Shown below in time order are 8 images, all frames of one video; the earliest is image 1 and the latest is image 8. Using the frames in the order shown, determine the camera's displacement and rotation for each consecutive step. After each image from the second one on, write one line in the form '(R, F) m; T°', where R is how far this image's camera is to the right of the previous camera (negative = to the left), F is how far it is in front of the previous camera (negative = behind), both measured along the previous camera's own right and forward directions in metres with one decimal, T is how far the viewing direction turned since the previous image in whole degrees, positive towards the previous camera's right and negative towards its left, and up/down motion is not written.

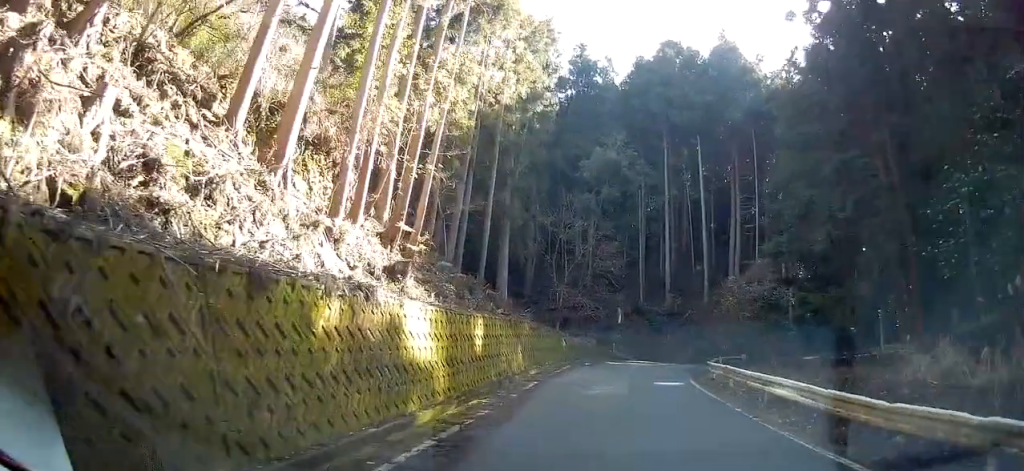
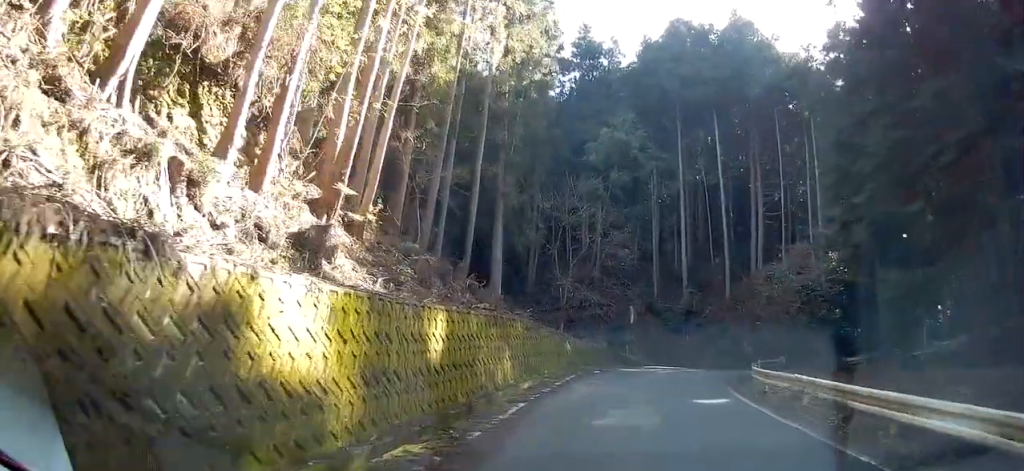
(-0.2, +4.7) m; -5°
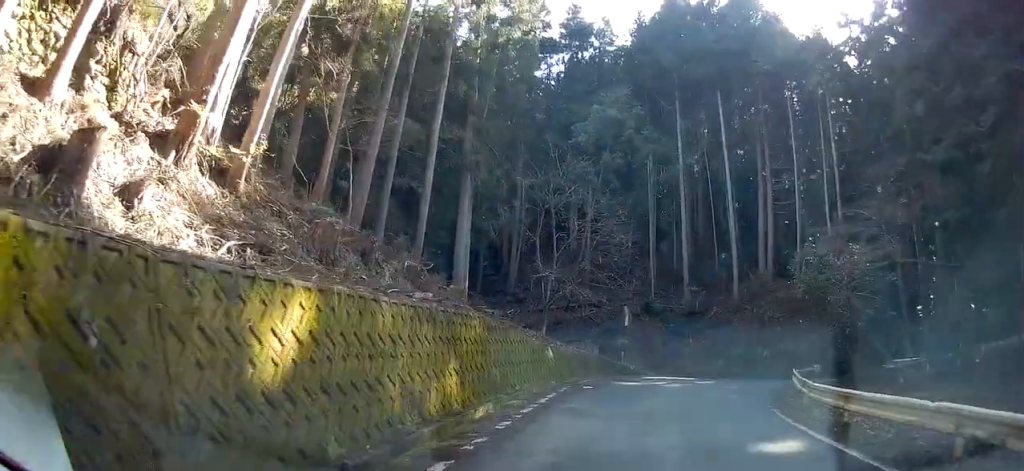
(-0.3, +4.9) m; 0°
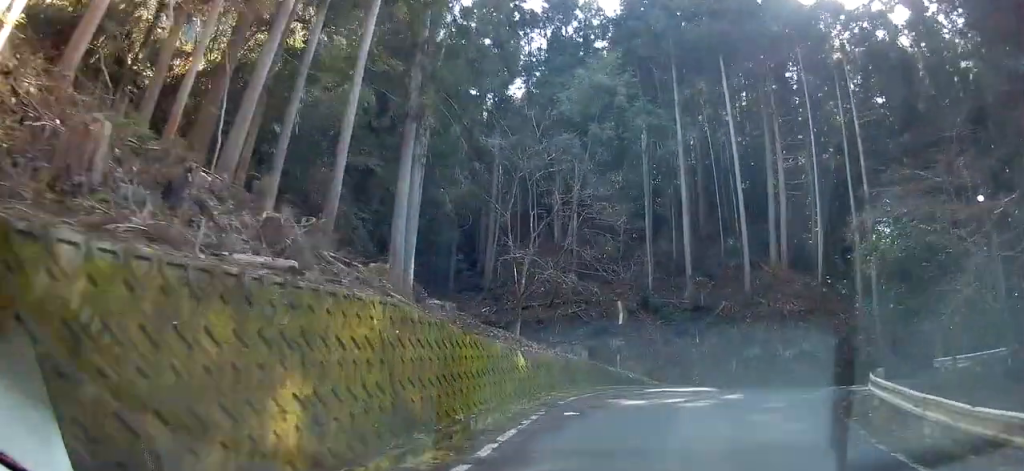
(-0.1, +5.5) m; +2°
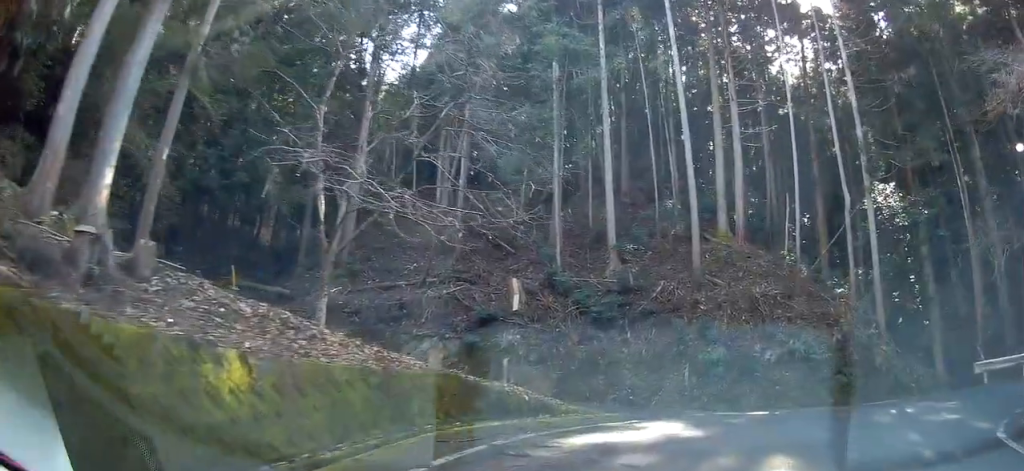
(+0.3, +10.0) m; +4°
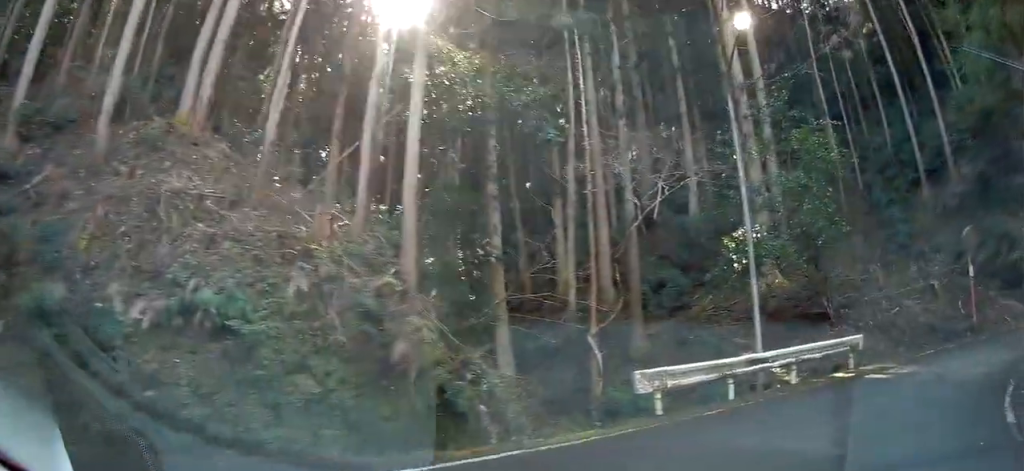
(+4.0, +10.9) m; +55°
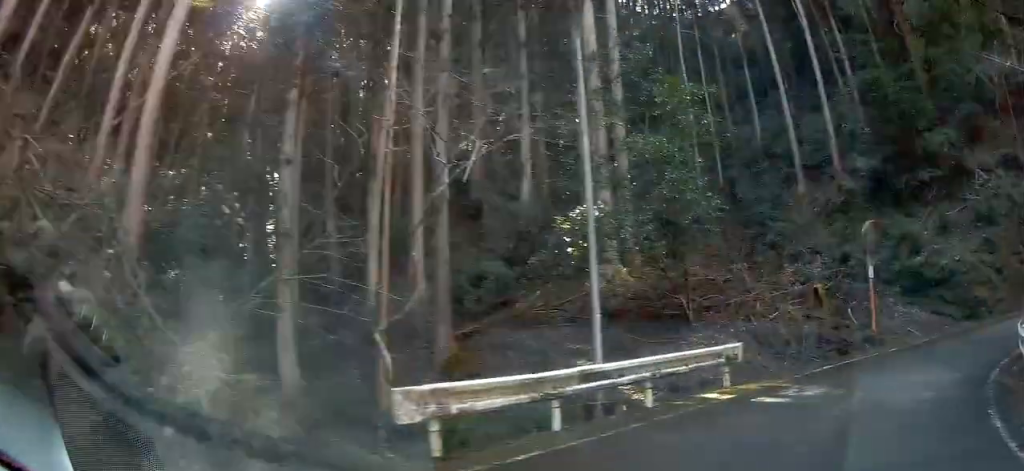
(+0.6, +2.7) m; +22°
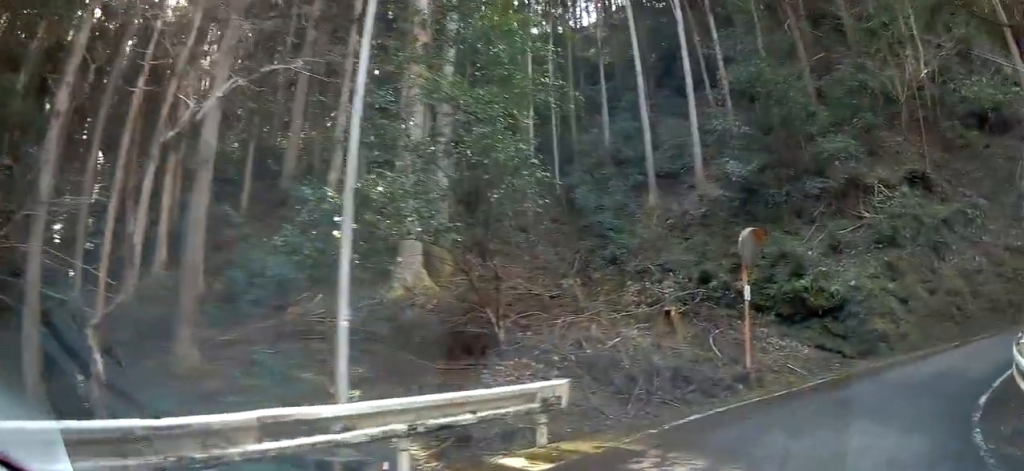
(+0.1, +2.6) m; +23°
